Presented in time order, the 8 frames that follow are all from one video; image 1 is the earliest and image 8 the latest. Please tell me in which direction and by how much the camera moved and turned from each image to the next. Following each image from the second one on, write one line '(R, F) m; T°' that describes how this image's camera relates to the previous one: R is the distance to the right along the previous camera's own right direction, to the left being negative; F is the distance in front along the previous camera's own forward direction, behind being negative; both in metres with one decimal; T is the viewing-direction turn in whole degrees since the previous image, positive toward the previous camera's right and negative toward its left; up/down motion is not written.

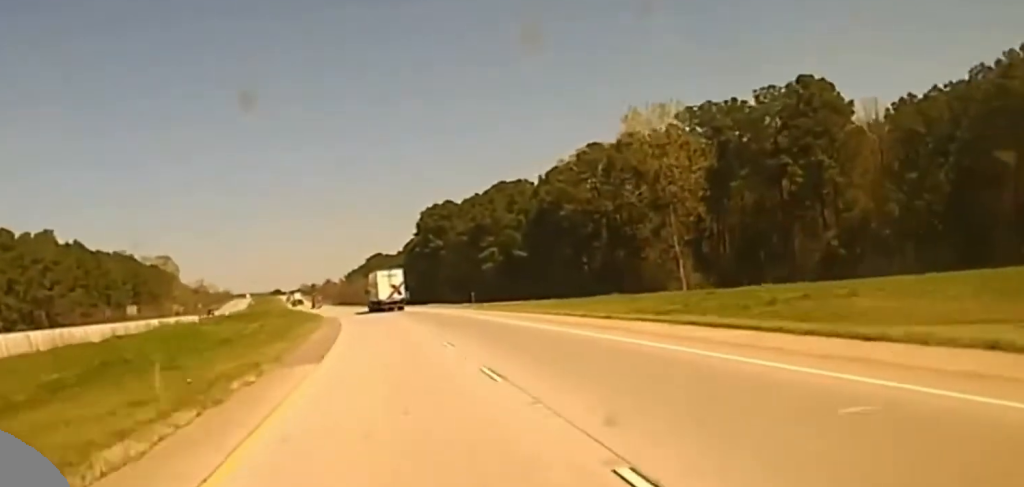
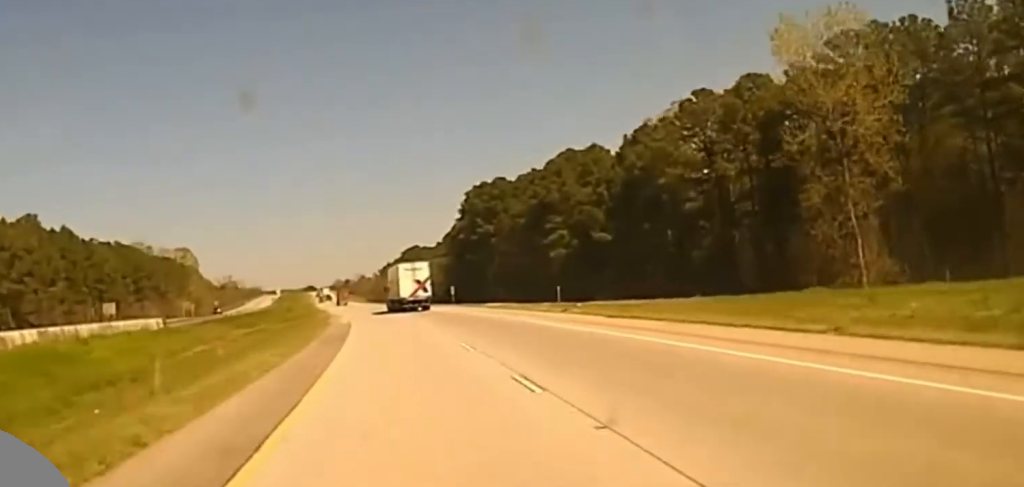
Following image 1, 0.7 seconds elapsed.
(-0.6, +36.0) m; -2°
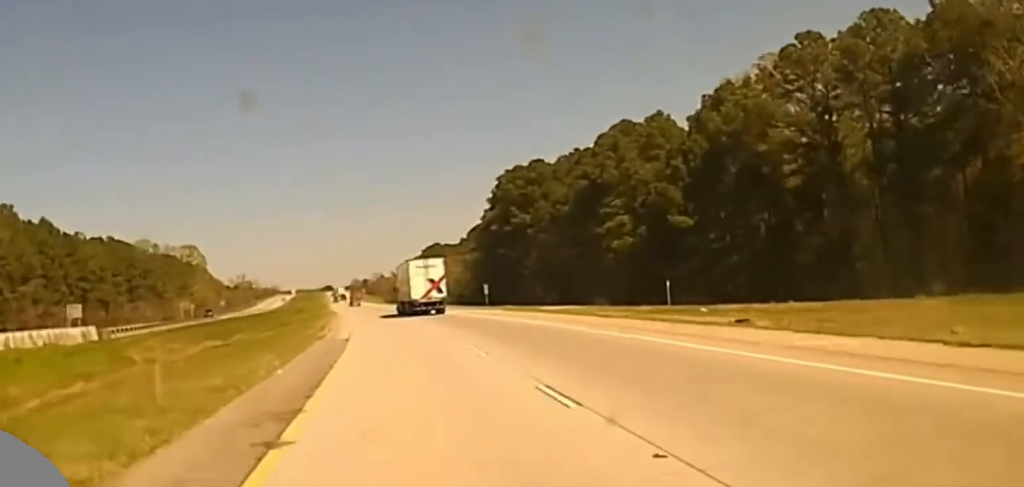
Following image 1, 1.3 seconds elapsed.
(-0.5, +27.0) m; -1°
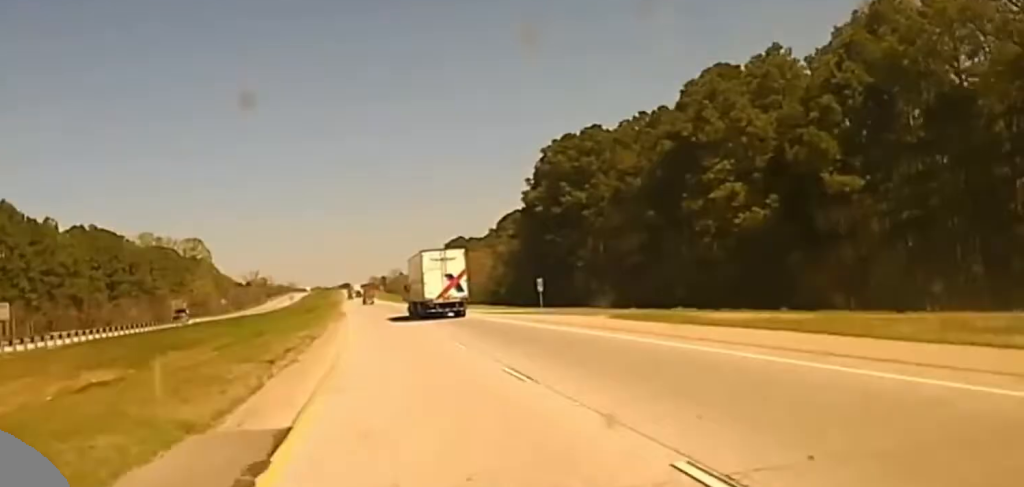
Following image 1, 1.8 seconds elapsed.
(-0.3, +27.3) m; -1°
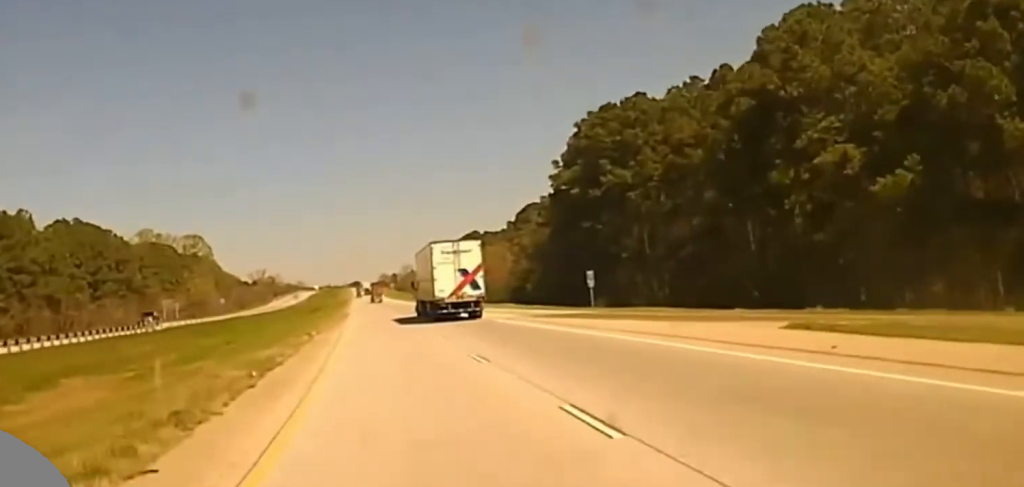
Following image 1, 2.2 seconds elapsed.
(-0.2, +20.9) m; -1°
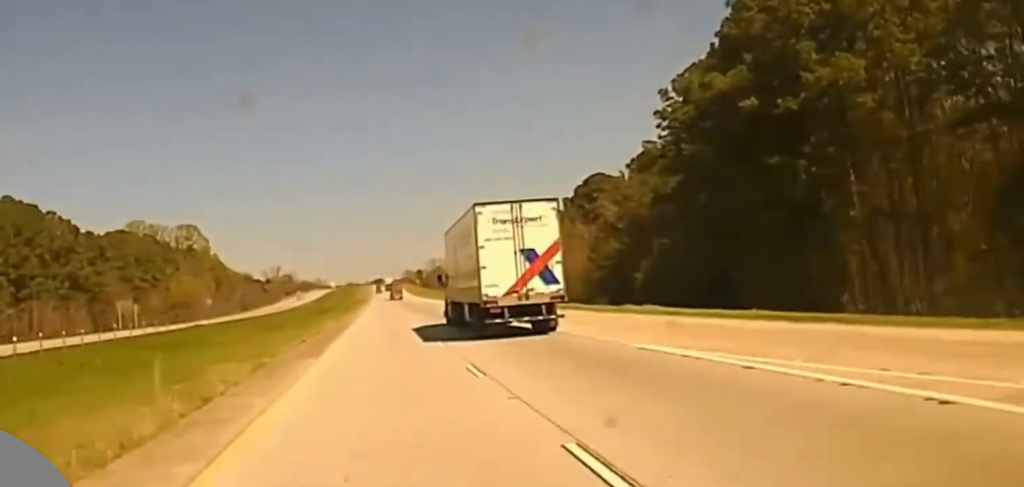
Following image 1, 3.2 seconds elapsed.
(-0.7, +50.8) m; -2°
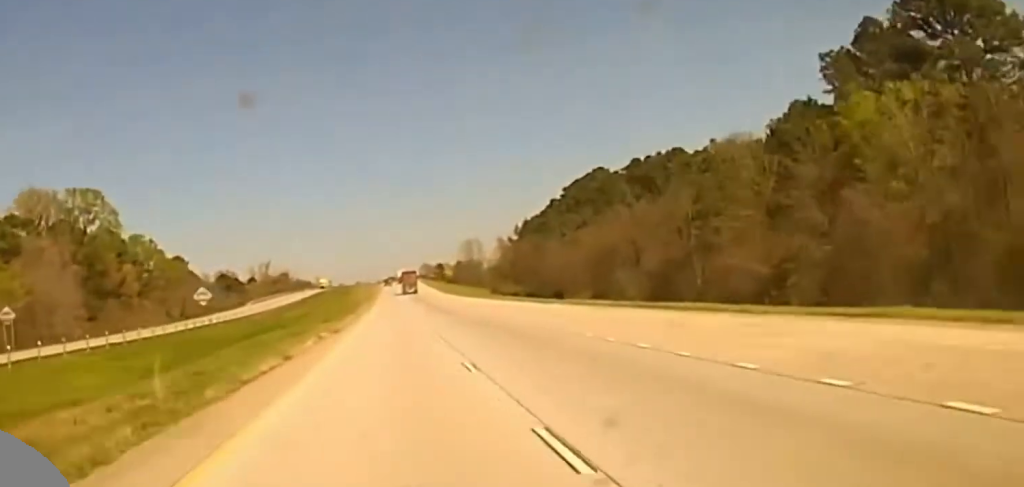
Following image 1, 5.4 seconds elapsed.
(-2.9, +117.5) m; -1°
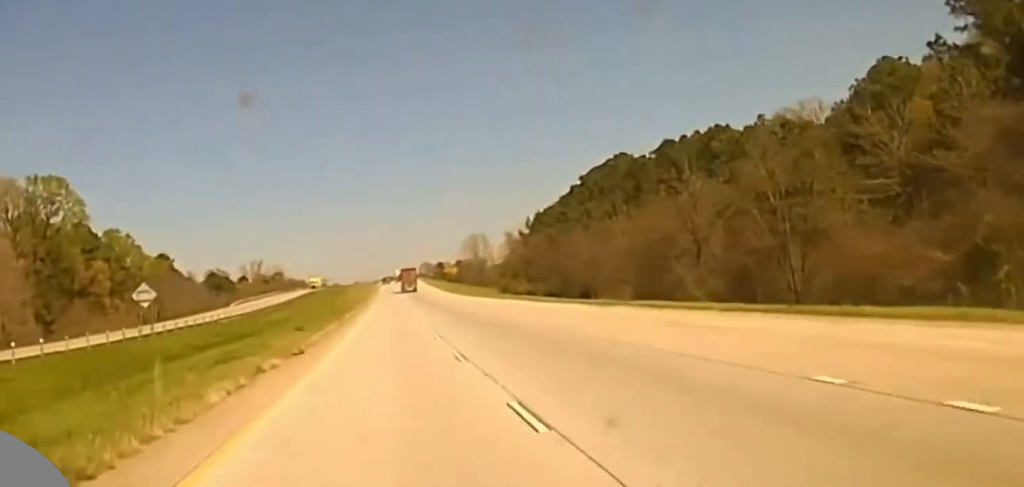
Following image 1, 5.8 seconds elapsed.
(+0.3, +23.3) m; 0°
